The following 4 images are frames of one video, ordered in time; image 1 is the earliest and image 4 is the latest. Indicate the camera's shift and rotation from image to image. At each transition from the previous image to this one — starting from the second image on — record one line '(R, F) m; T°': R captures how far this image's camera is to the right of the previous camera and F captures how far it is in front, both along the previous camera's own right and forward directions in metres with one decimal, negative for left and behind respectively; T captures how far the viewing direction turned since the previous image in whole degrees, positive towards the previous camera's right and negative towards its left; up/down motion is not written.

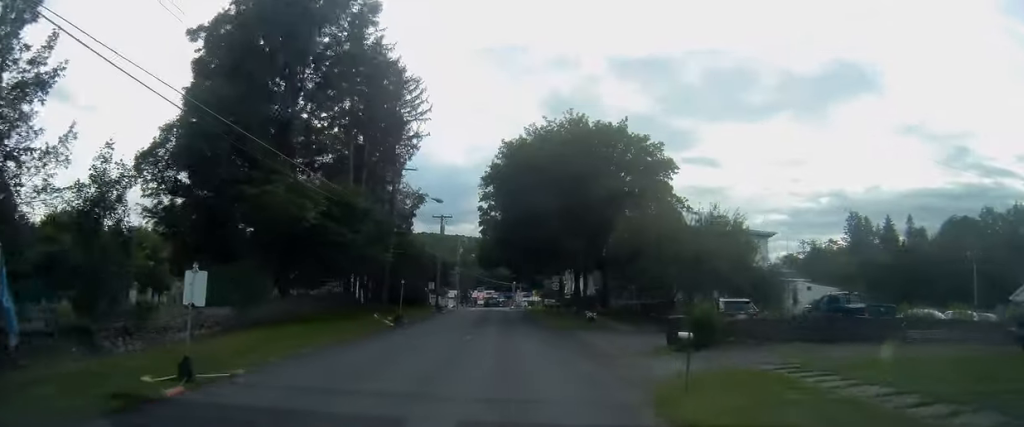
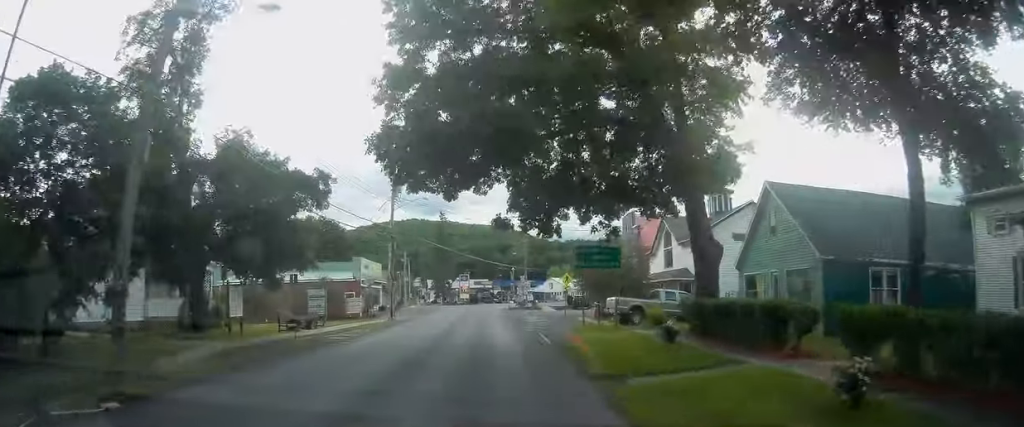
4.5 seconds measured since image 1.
(0.0, +59.9) m; 0°
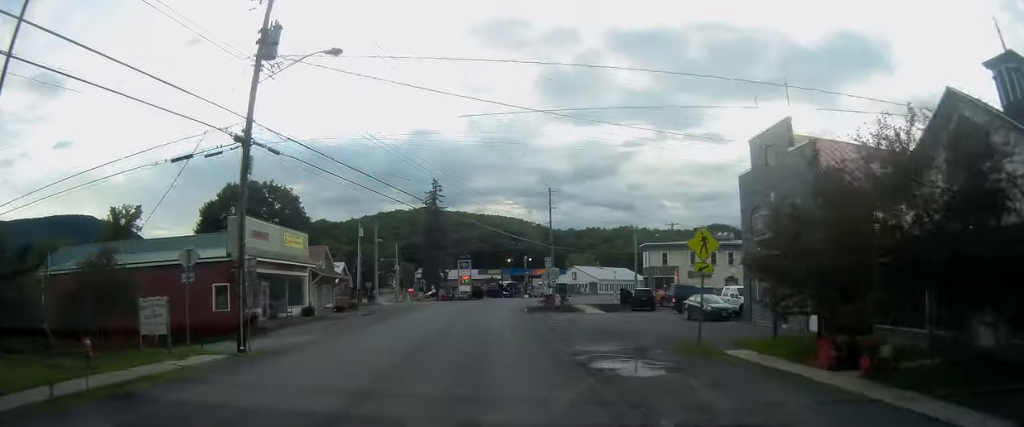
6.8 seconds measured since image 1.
(-0.3, +30.4) m; -1°
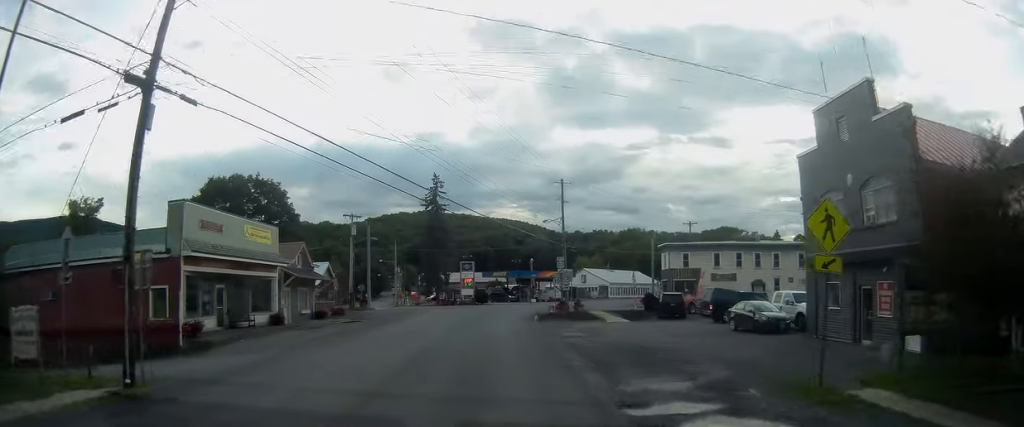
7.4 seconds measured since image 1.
(-0.1, +6.8) m; -1°
